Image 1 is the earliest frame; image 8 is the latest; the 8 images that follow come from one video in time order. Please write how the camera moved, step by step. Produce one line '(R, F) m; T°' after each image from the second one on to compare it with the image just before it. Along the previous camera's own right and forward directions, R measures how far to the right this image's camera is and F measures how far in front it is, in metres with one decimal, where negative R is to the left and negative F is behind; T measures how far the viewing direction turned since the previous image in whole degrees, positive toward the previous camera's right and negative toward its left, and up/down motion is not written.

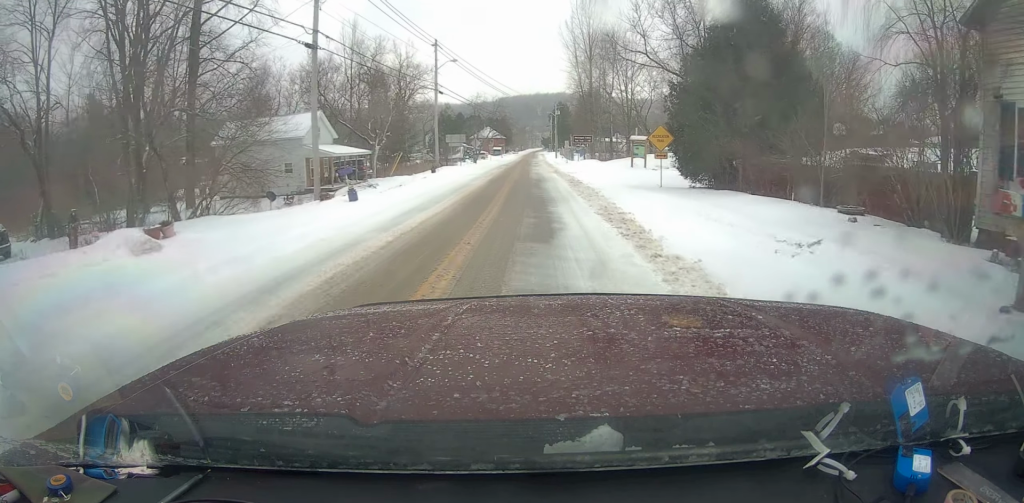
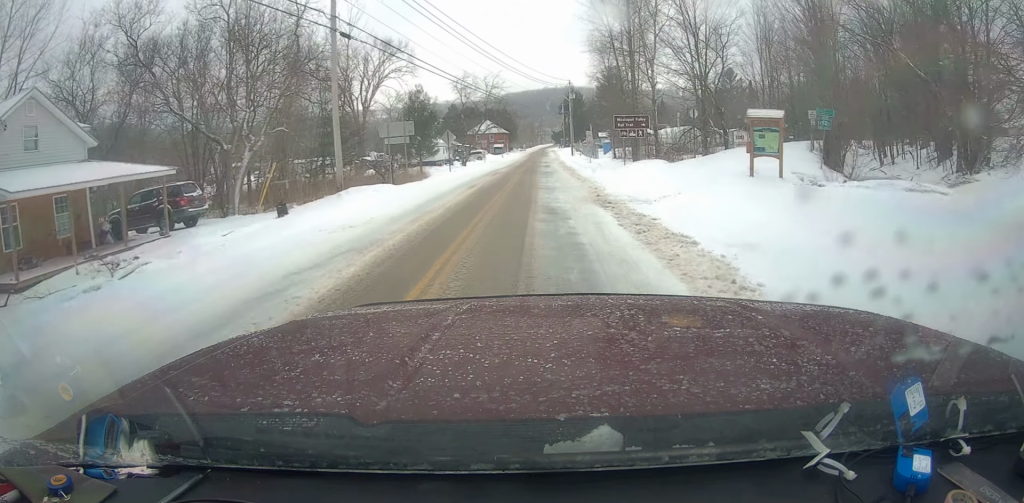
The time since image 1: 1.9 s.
(-0.1, +26.6) m; 0°
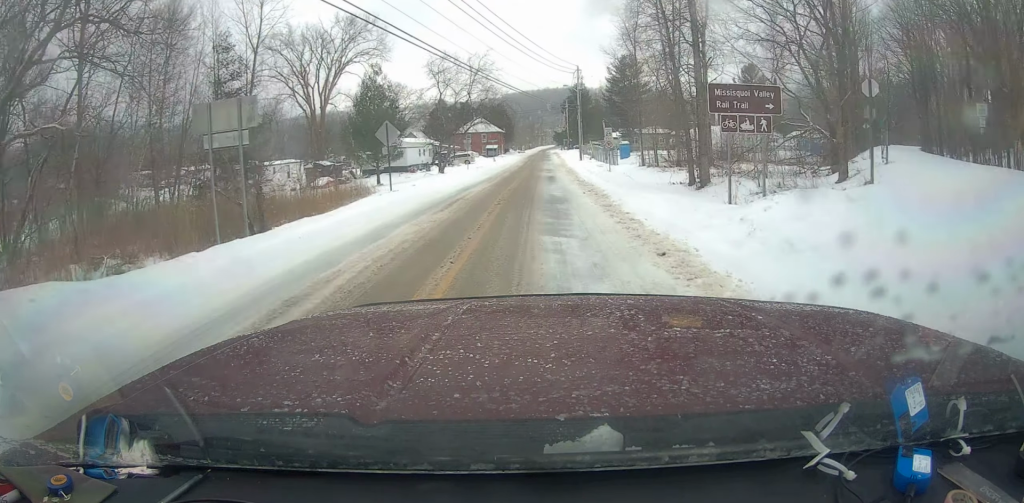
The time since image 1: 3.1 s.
(-0.1, +17.7) m; 0°
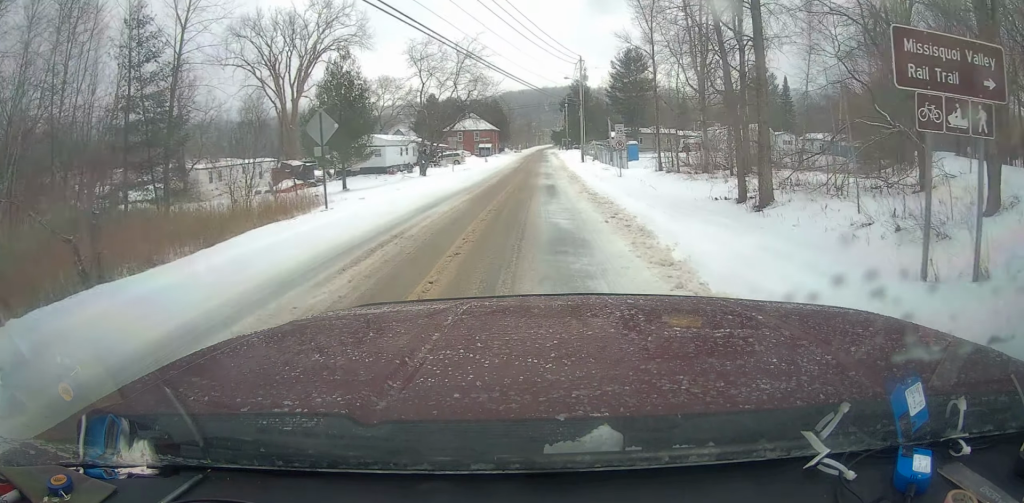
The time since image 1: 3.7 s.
(0.0, +7.9) m; 0°
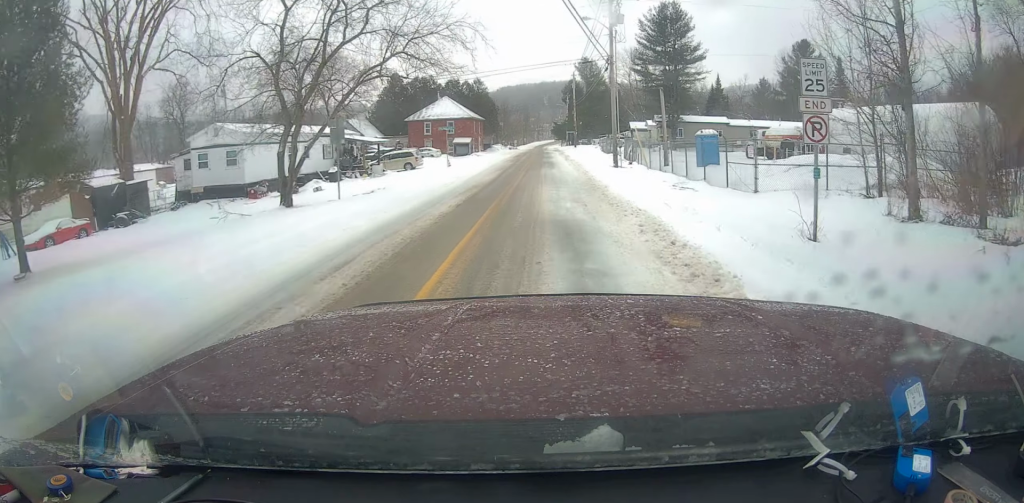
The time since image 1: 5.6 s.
(-0.3, +27.9) m; 0°
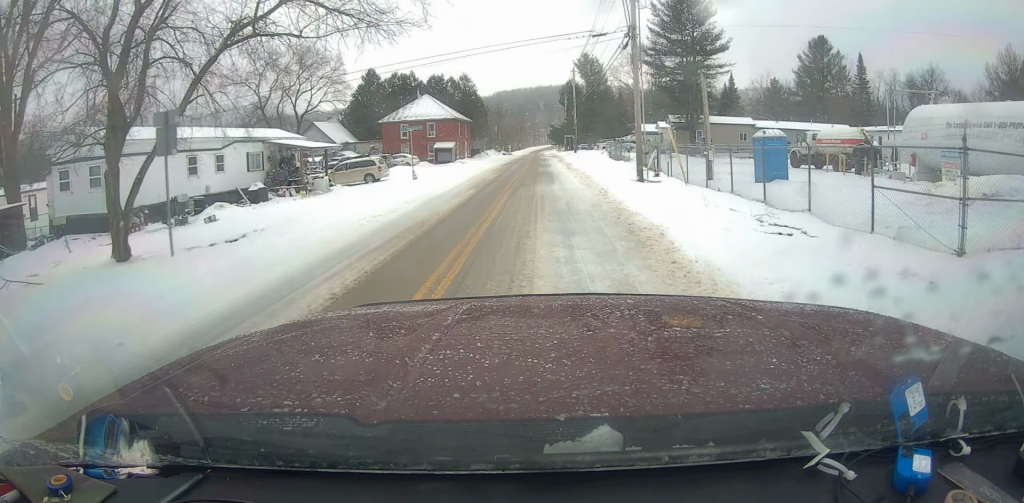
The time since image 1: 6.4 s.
(0.0, +10.1) m; +1°
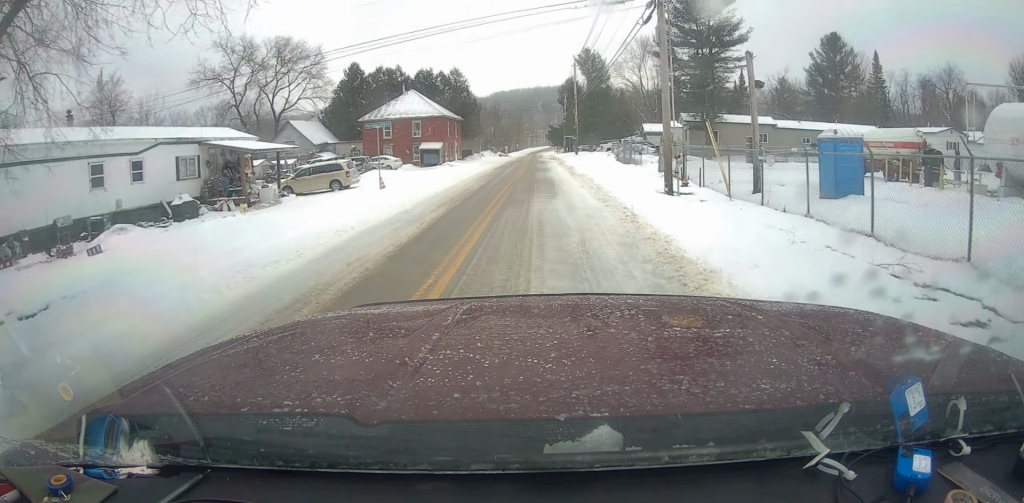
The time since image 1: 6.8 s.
(+0.1, +6.2) m; +1°
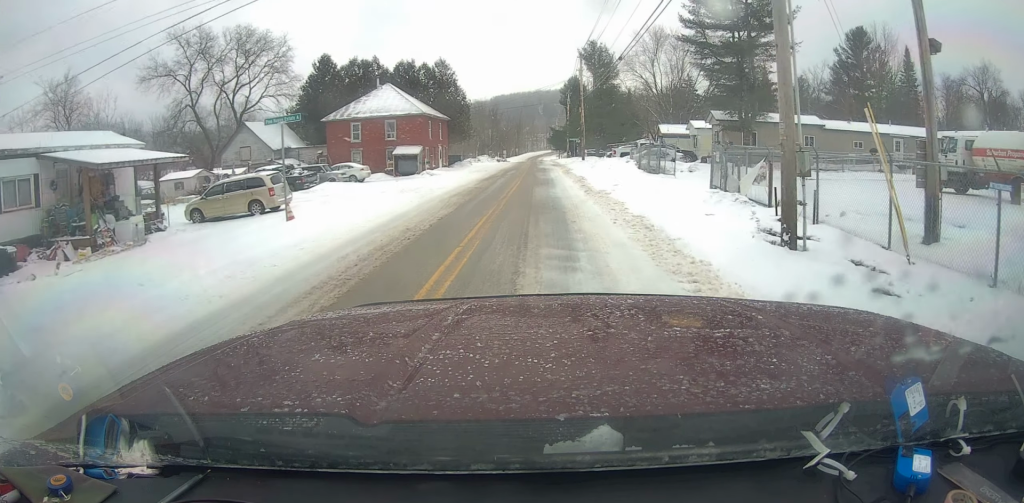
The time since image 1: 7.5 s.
(+0.1, +9.7) m; 0°
